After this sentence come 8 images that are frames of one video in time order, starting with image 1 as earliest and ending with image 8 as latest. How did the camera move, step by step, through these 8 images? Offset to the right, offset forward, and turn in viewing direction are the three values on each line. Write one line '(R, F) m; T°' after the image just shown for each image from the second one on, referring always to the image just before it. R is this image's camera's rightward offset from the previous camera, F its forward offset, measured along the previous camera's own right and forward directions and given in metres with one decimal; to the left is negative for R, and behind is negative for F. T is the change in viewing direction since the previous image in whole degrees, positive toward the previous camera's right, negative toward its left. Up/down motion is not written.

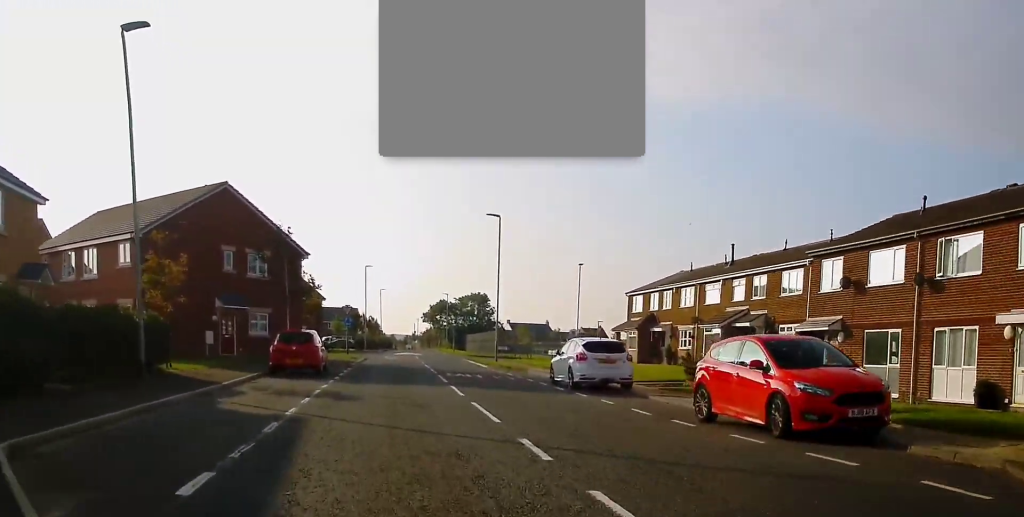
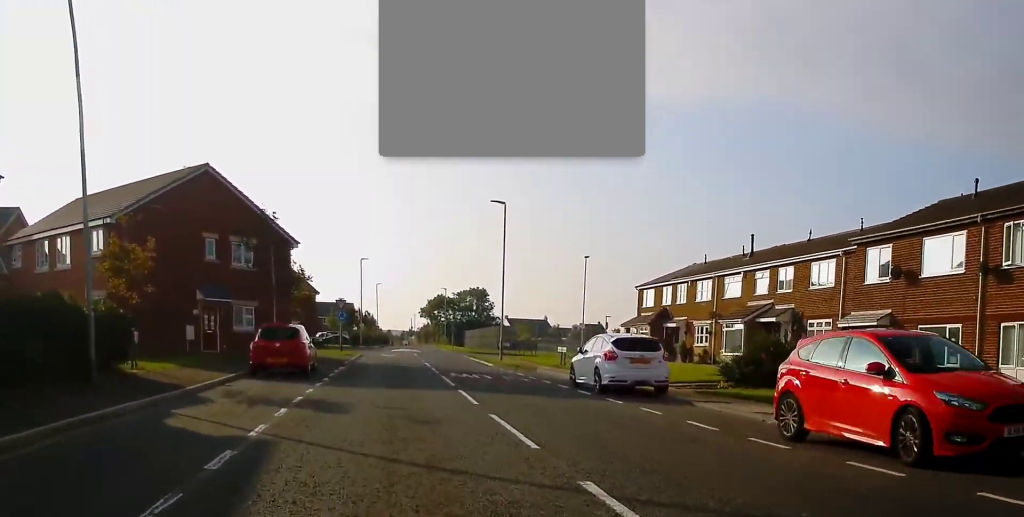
(0.0, +3.3) m; 0°
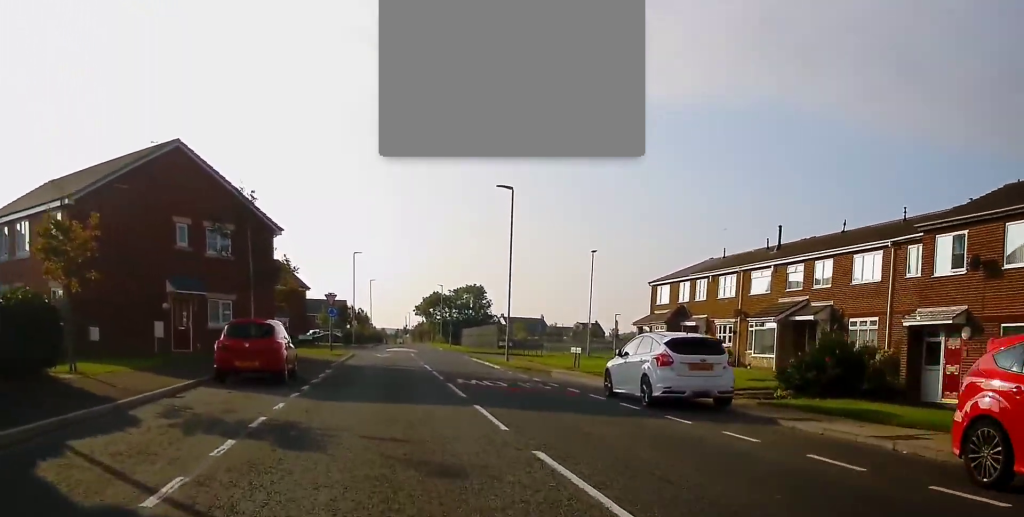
(0.0, +3.9) m; 0°
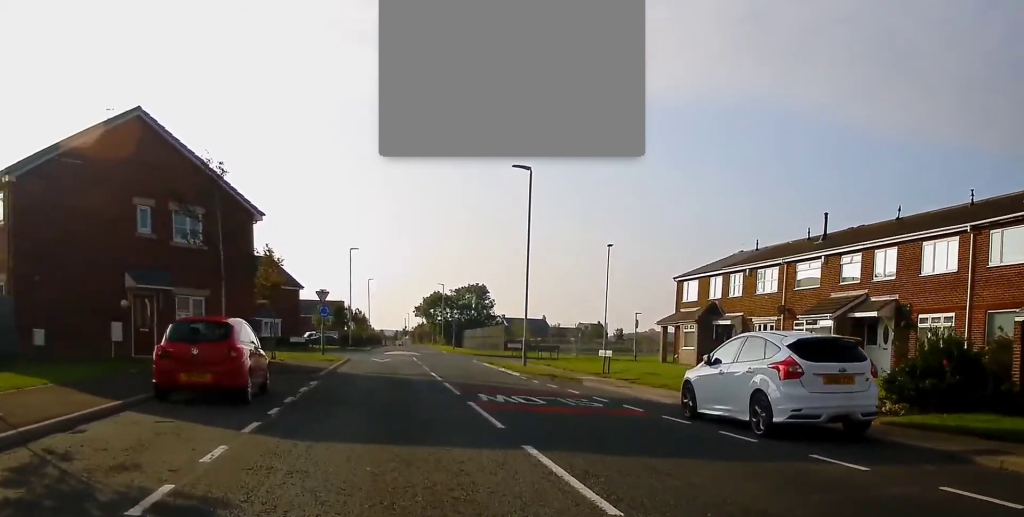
(0.0, +4.9) m; 0°
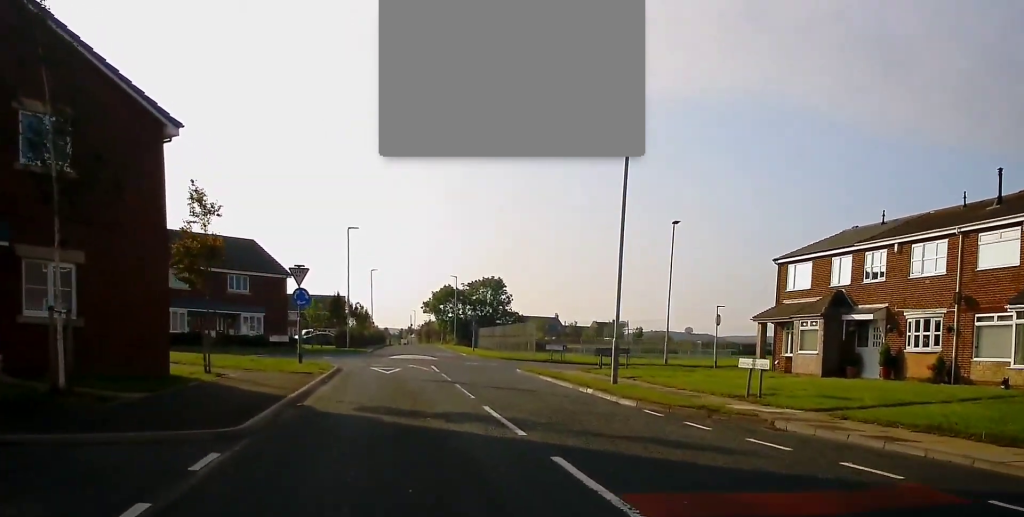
(-0.1, +12.2) m; +1°
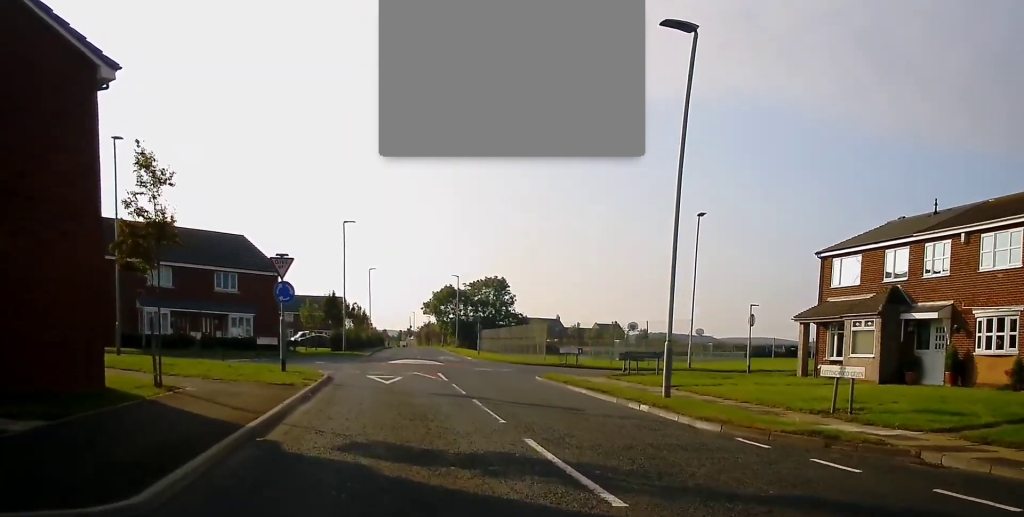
(+0.1, +4.2) m; +1°
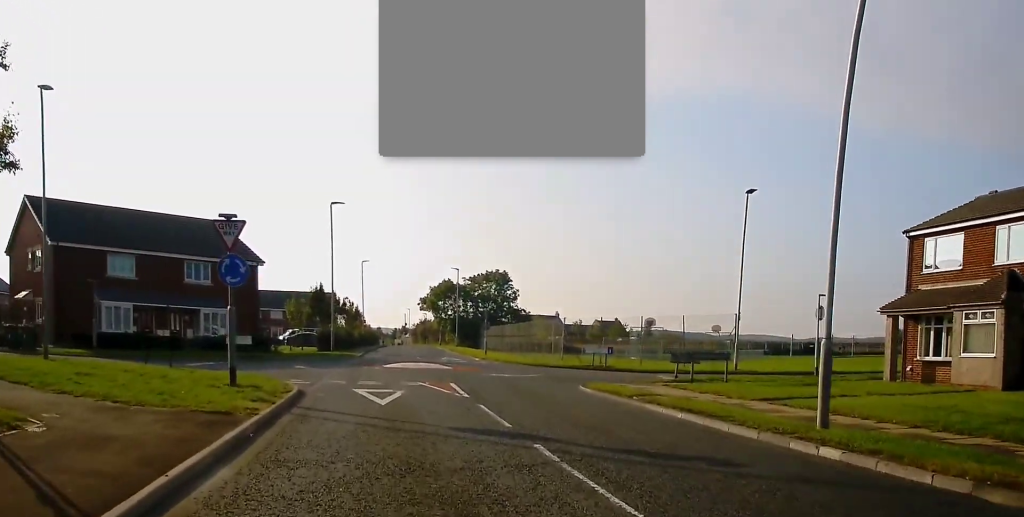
(0.0, +6.9) m; 0°
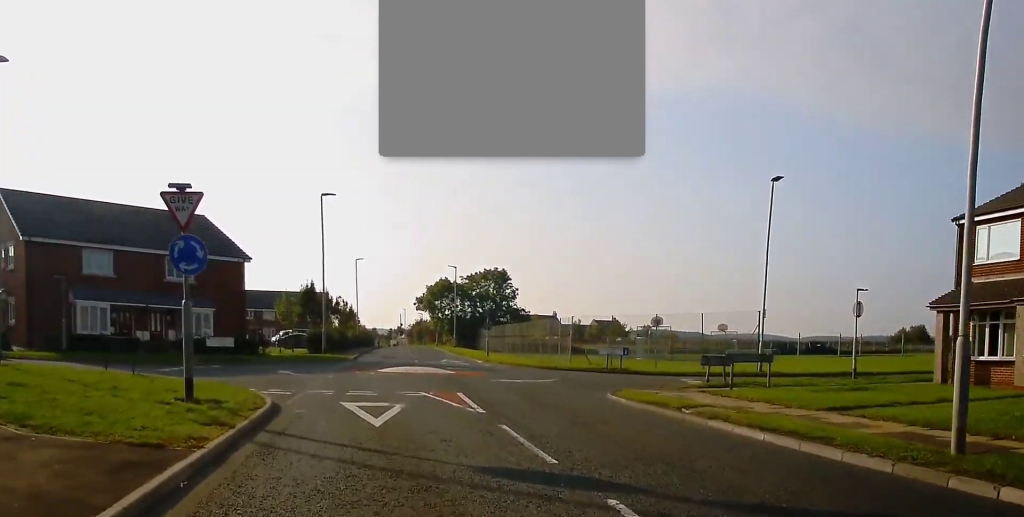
(0.0, +3.1) m; -1°
